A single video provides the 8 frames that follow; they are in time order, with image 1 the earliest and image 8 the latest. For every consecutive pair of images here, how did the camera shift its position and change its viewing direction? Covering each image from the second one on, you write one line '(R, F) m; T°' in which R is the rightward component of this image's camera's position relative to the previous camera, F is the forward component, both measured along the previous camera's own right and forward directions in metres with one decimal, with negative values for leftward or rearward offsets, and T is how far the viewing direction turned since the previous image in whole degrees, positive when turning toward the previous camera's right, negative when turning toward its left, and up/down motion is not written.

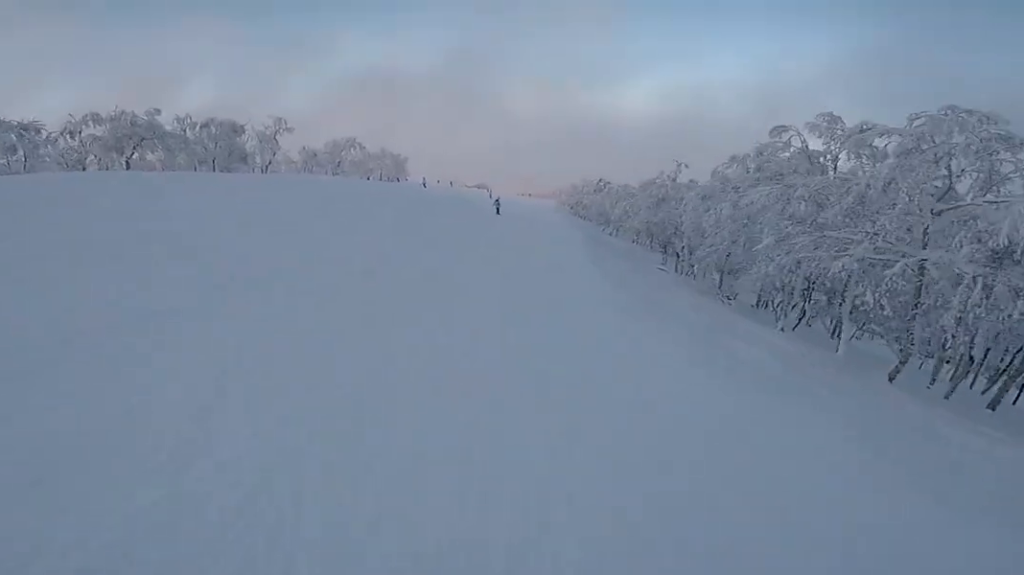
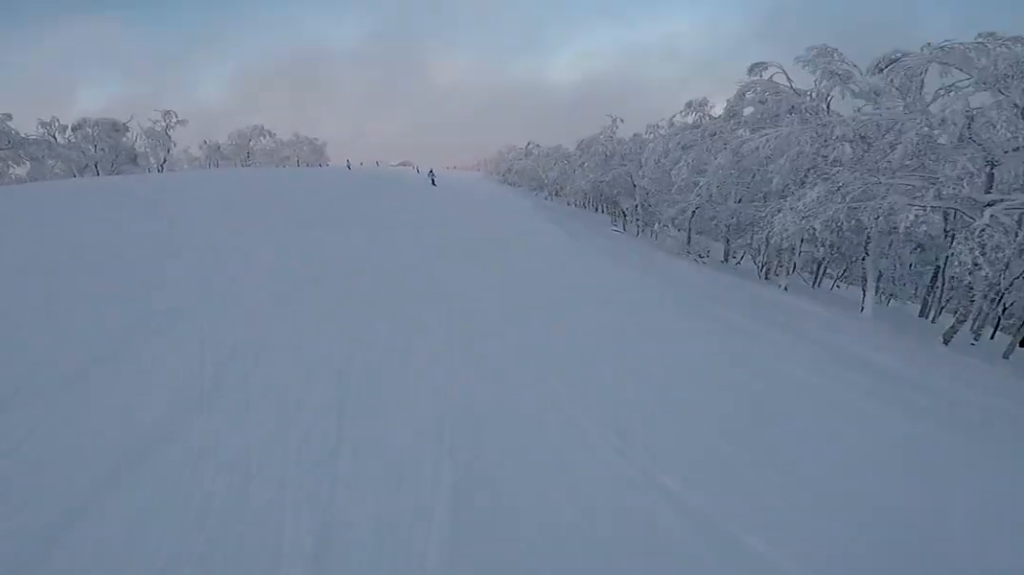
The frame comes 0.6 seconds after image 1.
(0.0, +4.5) m; +1°
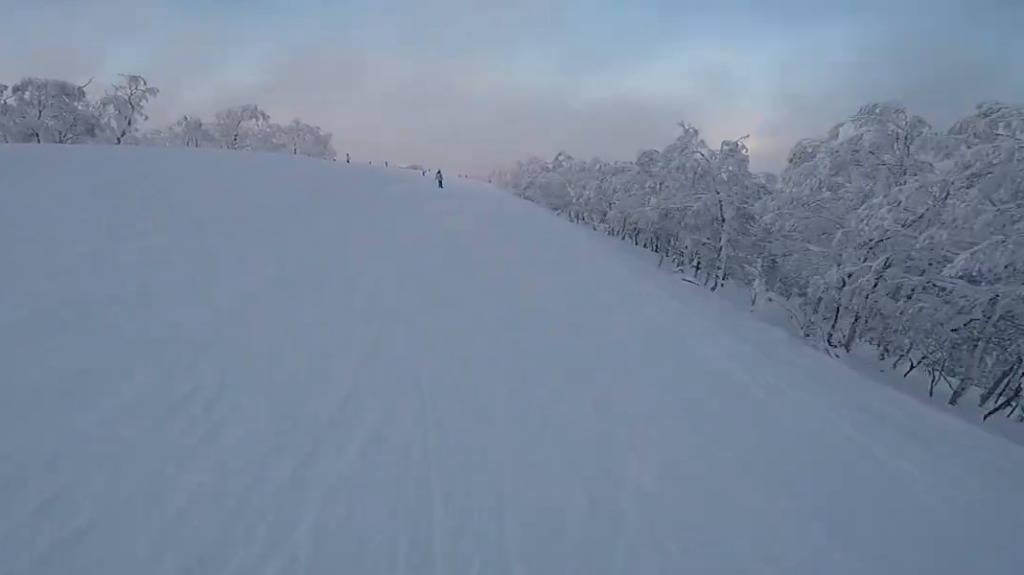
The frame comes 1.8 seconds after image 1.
(+0.6, +9.7) m; +6°
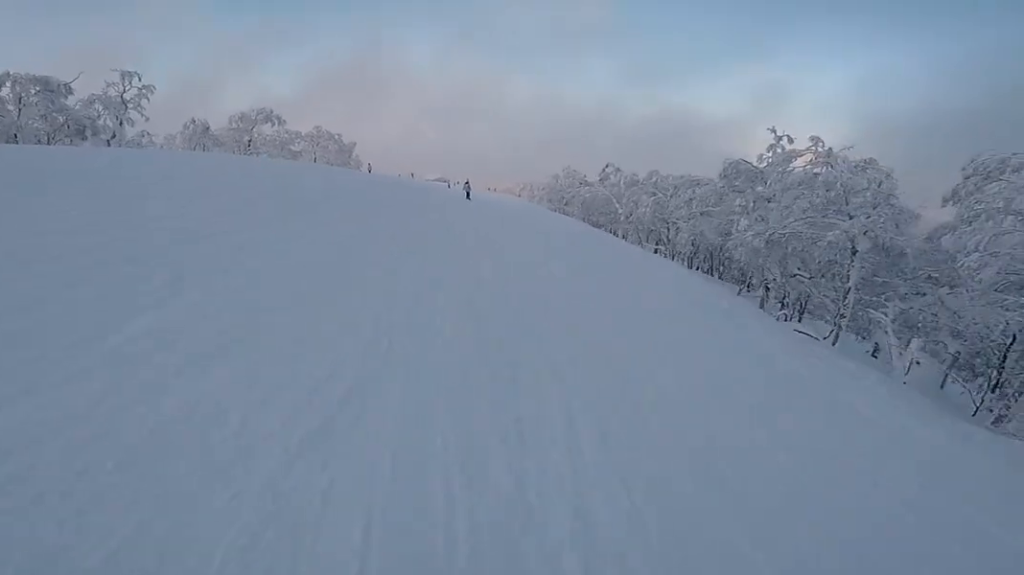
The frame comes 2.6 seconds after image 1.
(+0.5, +6.3) m; 0°
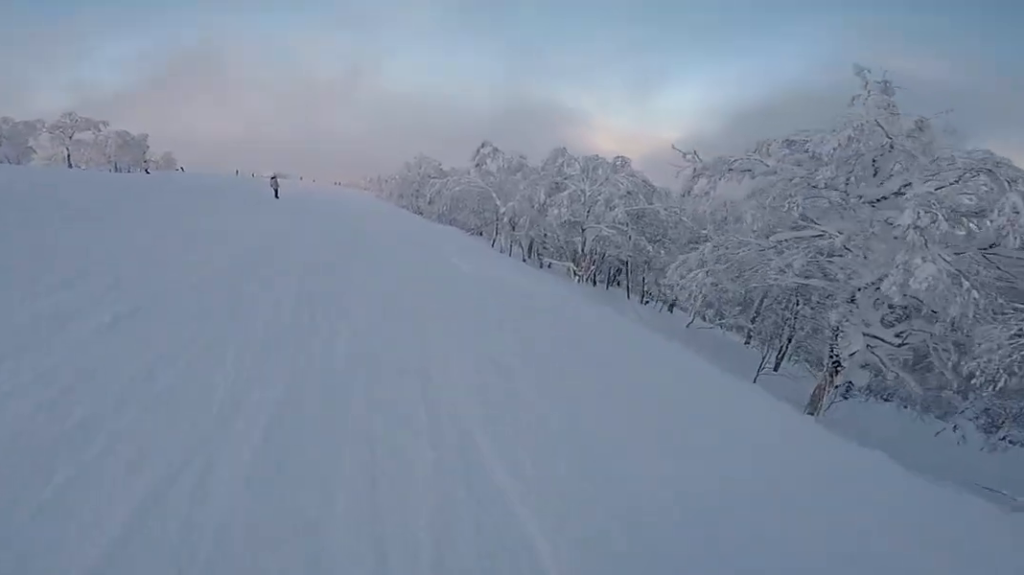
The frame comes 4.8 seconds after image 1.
(+2.9, +17.5) m; +12°
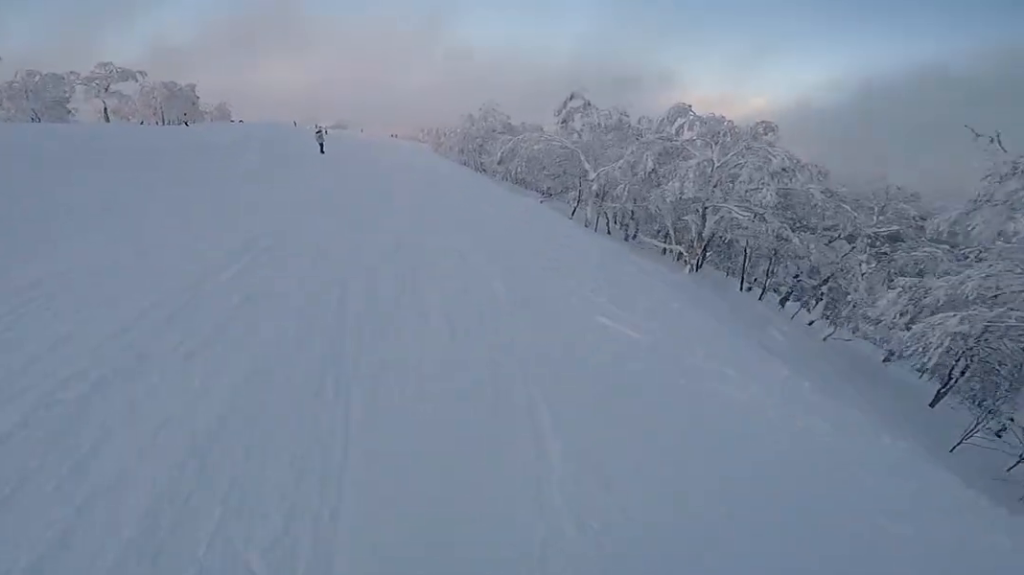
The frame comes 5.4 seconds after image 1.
(-0.5, +5.4) m; -10°
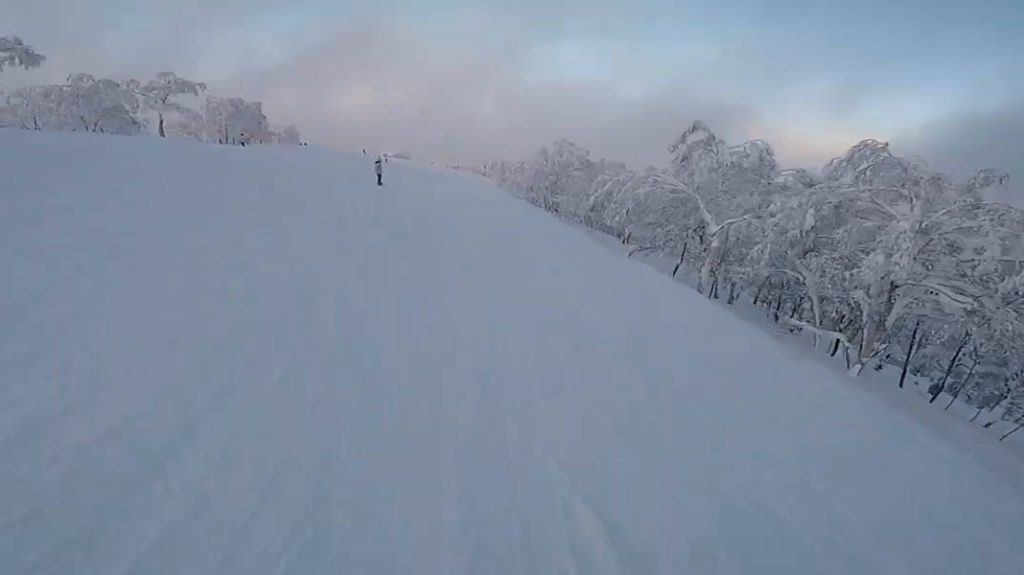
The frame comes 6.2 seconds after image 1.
(-0.7, +6.4) m; -6°
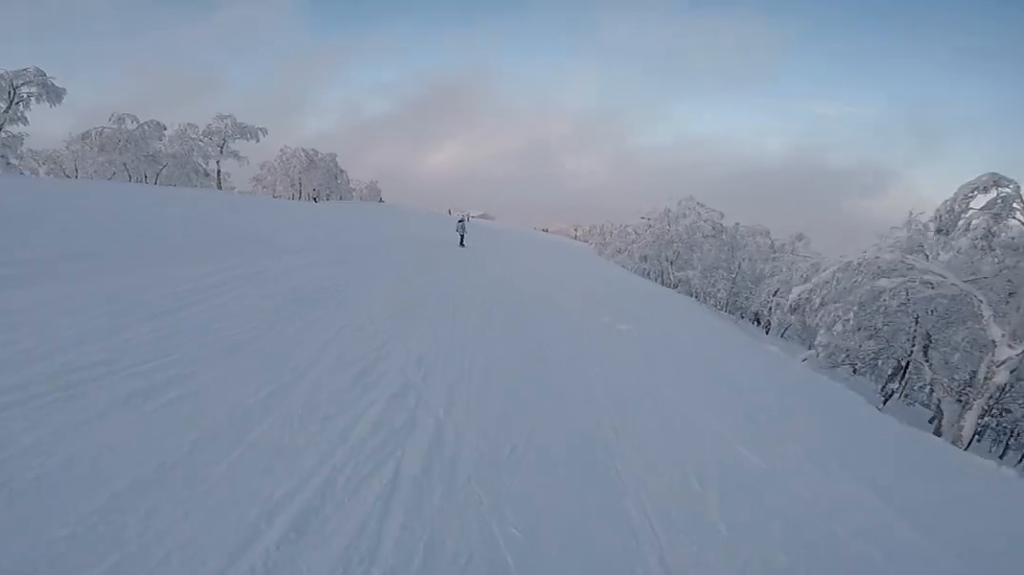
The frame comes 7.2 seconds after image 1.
(-0.3, +8.2) m; +4°
